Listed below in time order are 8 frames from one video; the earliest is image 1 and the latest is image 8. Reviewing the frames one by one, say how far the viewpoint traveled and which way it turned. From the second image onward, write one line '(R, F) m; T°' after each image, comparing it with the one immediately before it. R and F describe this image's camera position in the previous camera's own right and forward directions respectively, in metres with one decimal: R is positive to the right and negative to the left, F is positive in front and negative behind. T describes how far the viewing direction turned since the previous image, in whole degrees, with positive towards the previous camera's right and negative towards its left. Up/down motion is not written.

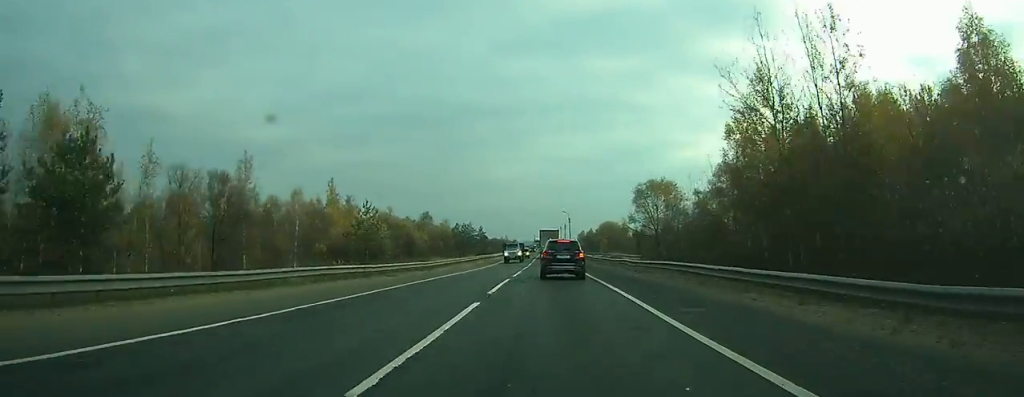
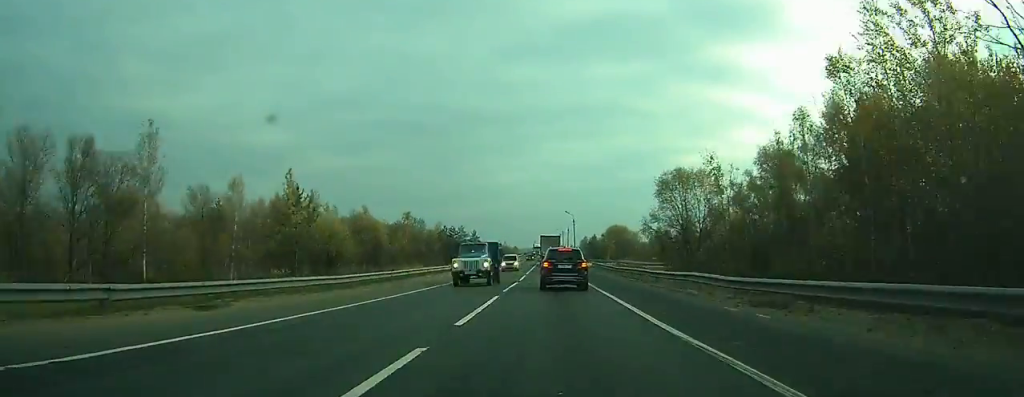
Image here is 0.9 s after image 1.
(-0.1, +18.8) m; 0°
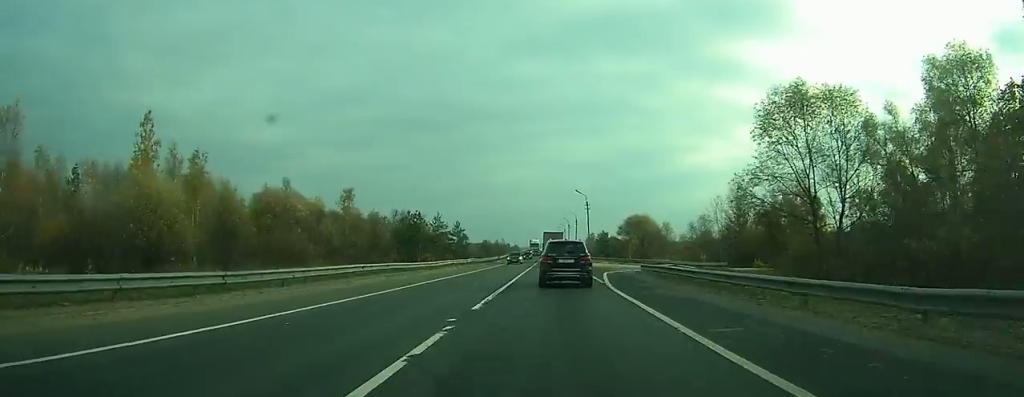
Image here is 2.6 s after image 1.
(0.0, +34.4) m; 0°
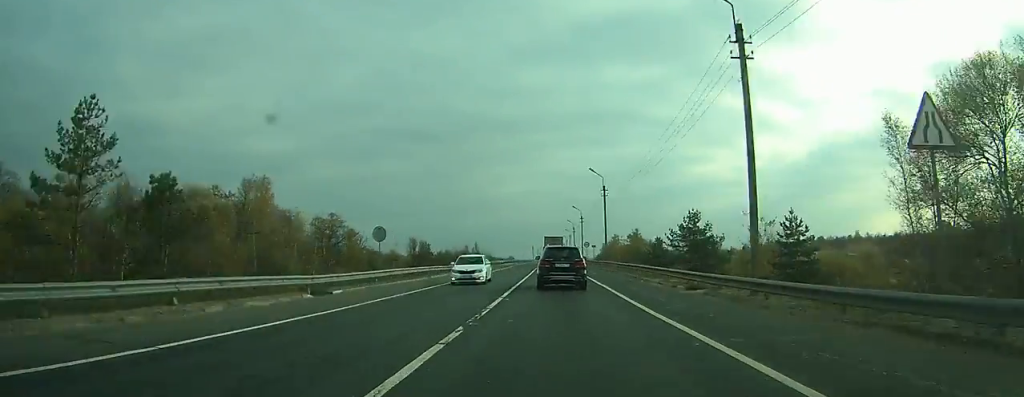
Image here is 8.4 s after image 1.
(+0.1, +114.3) m; 0°
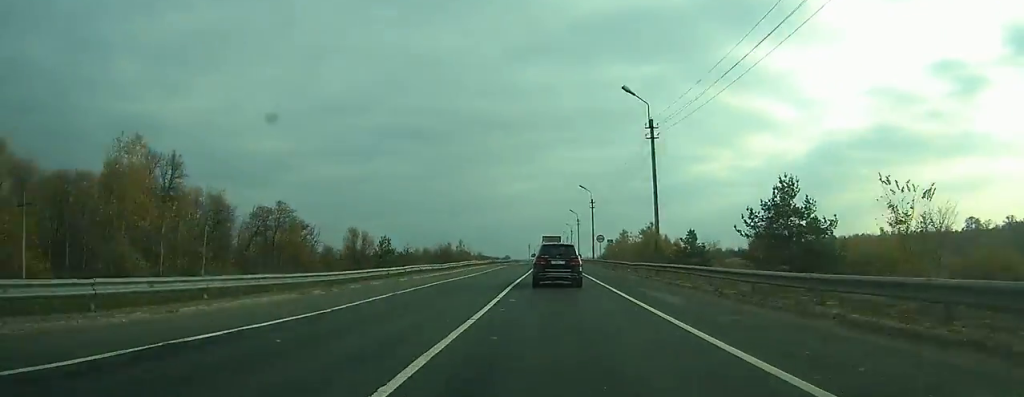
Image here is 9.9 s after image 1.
(0.0, +30.3) m; 0°
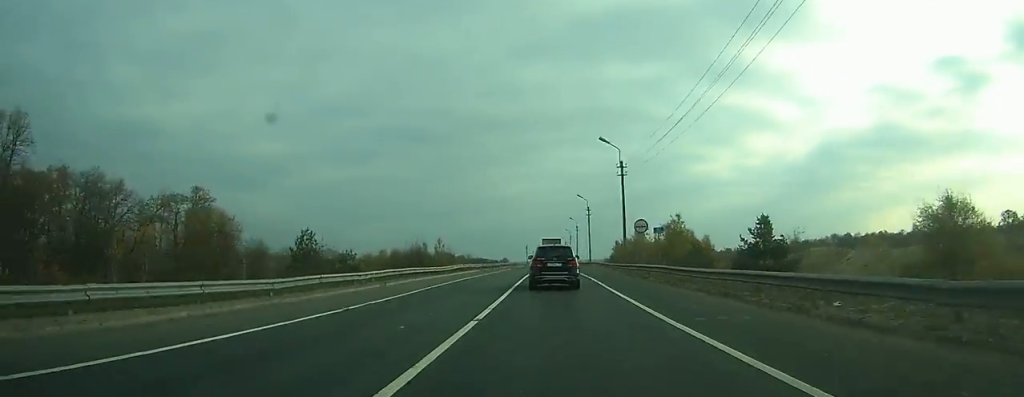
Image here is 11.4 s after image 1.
(+0.2, +30.8) m; +1°
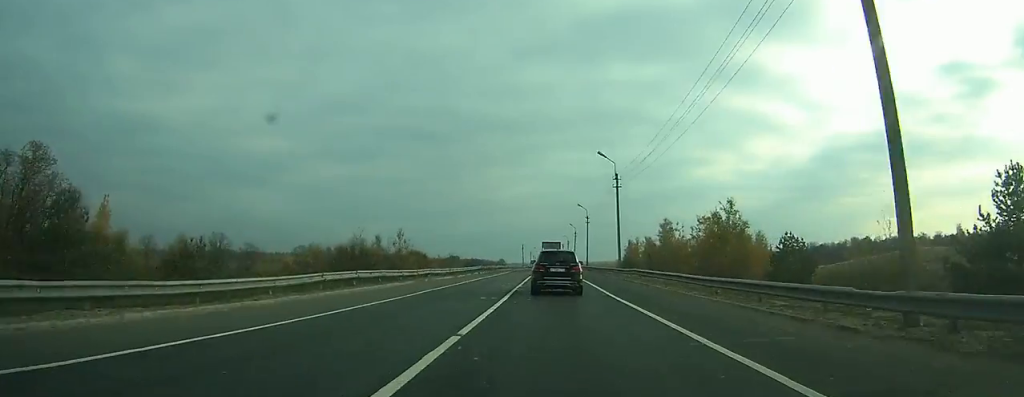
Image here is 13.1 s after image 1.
(+0.1, +33.1) m; 0°
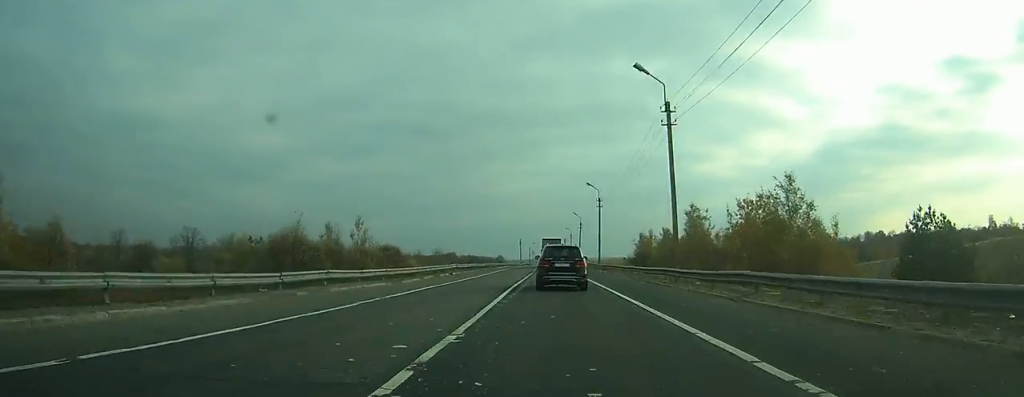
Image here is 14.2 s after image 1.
(0.0, +19.7) m; 0°
